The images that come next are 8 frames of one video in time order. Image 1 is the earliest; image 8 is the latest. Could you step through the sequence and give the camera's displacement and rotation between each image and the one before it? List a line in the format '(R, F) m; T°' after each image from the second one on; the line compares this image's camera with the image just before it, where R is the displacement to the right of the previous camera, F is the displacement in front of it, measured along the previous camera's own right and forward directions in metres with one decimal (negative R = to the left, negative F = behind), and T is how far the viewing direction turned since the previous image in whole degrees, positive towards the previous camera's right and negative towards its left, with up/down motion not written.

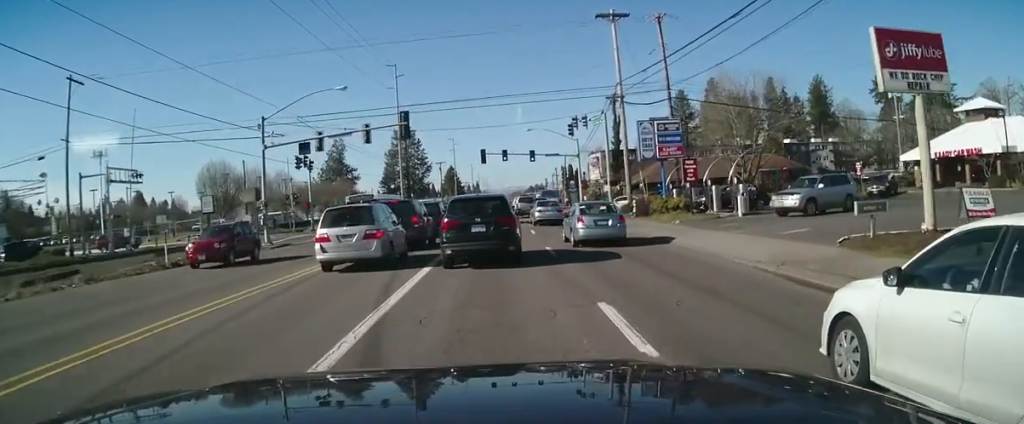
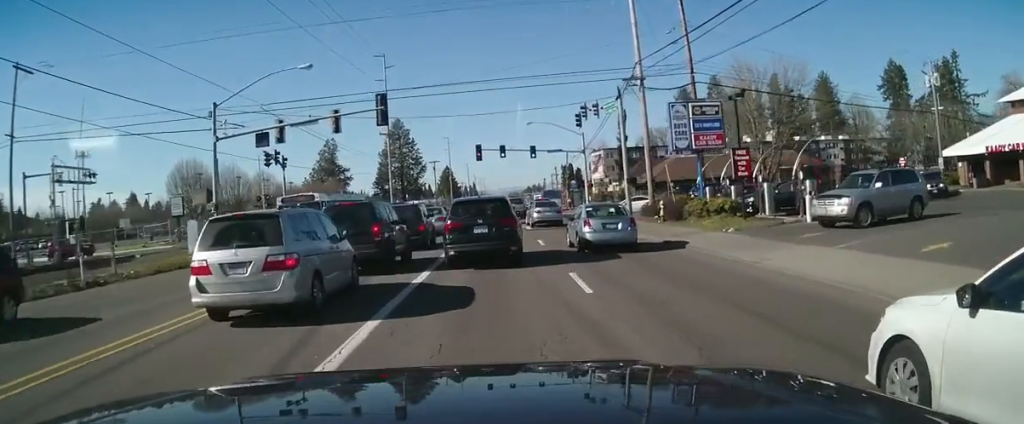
(0.0, +6.6) m; 0°
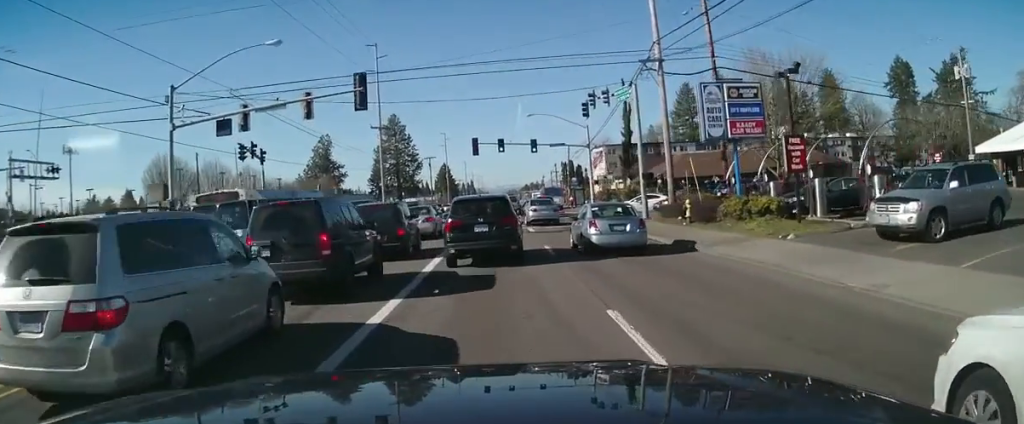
(0.0, +4.5) m; 0°
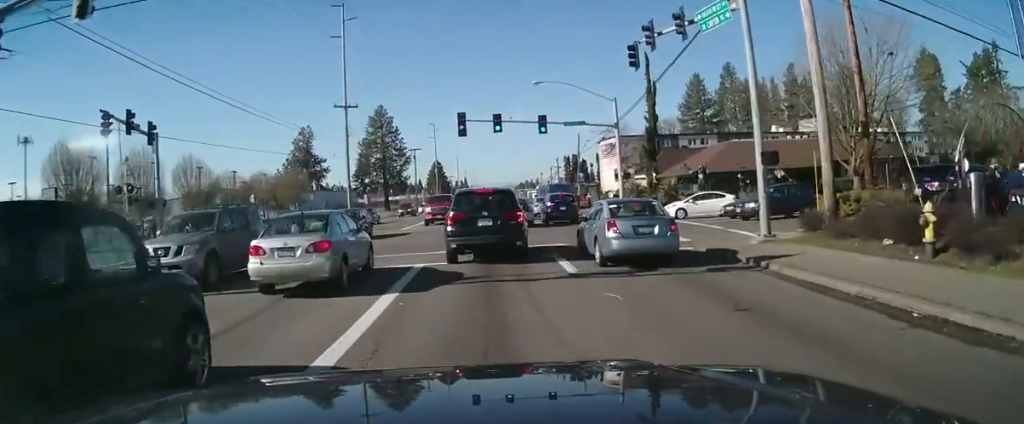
(+0.2, +16.9) m; +2°
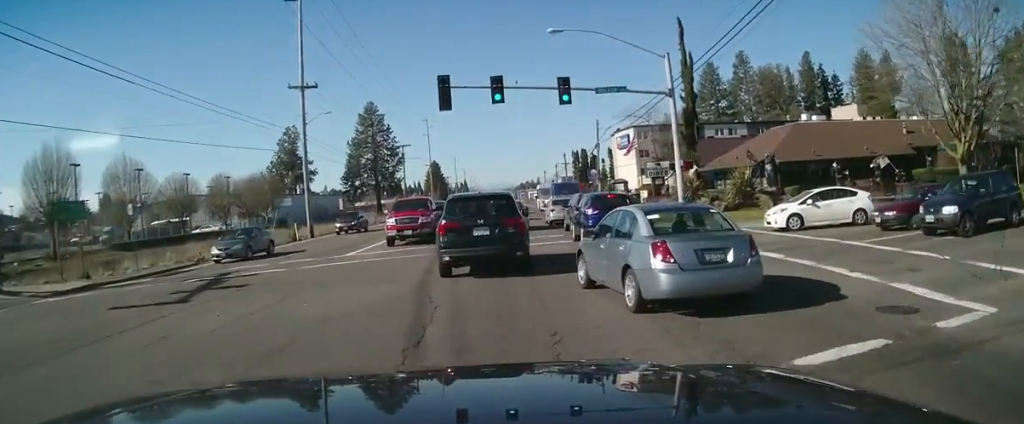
(-0.1, +15.5) m; -2°
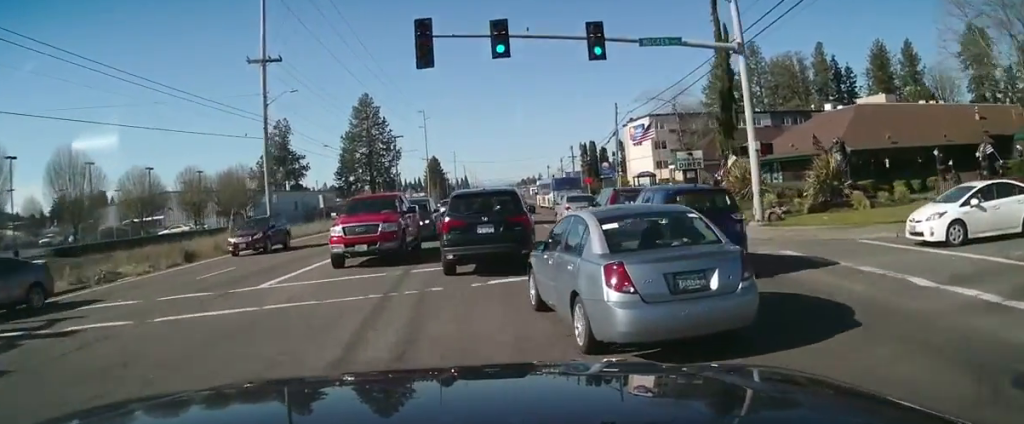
(-0.1, +10.5) m; 0°
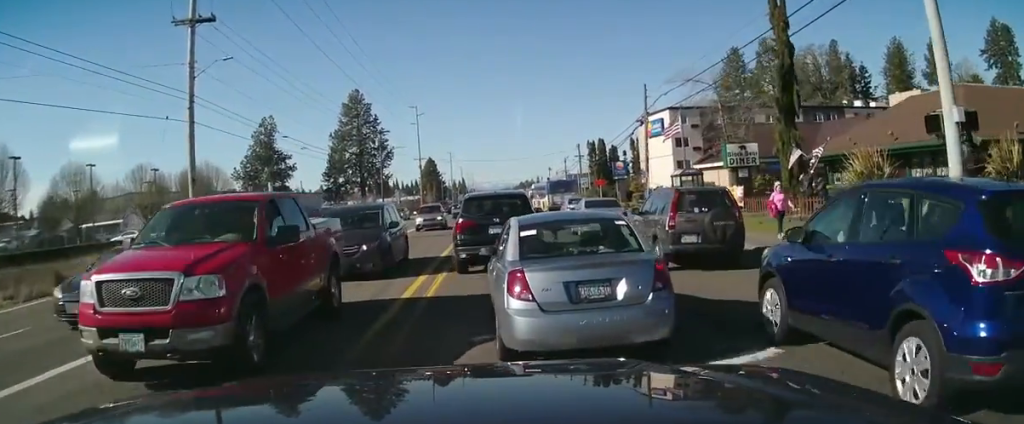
(0.0, +12.6) m; +3°
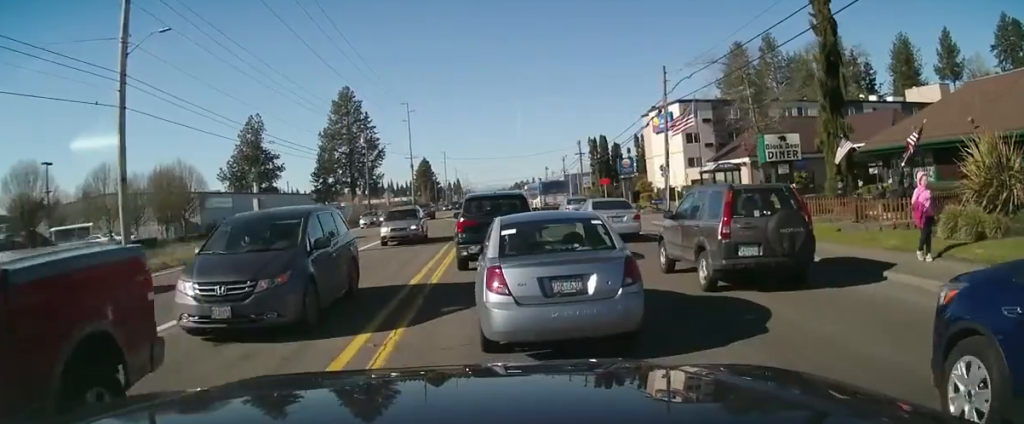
(+0.3, +6.5) m; 0°
